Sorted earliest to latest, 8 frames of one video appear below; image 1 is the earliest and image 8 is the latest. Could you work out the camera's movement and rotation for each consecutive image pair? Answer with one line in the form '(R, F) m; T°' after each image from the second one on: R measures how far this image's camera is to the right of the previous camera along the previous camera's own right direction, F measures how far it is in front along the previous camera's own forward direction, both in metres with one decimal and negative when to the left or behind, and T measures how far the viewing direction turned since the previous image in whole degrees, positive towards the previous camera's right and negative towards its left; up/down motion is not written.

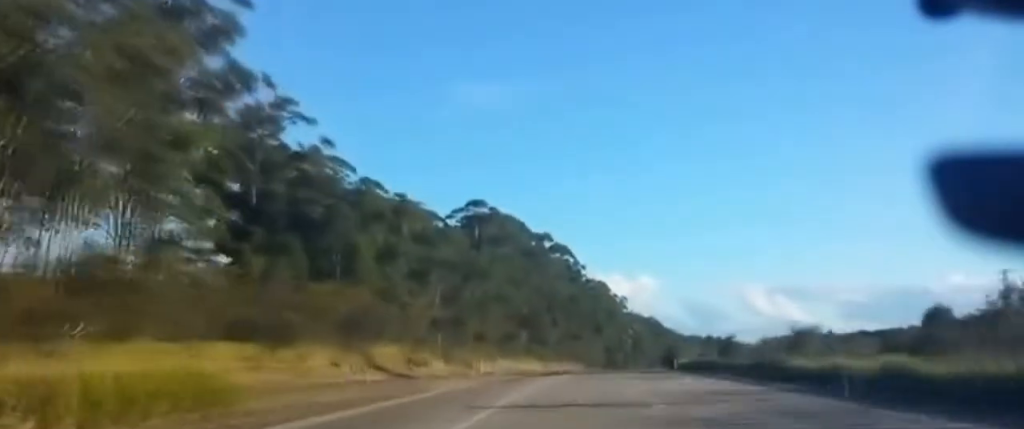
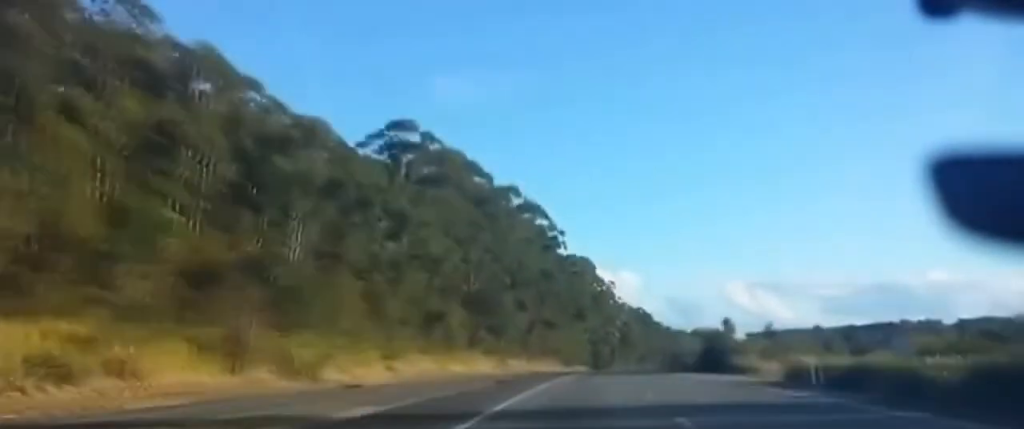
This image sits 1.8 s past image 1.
(+1.0, +56.1) m; +2°
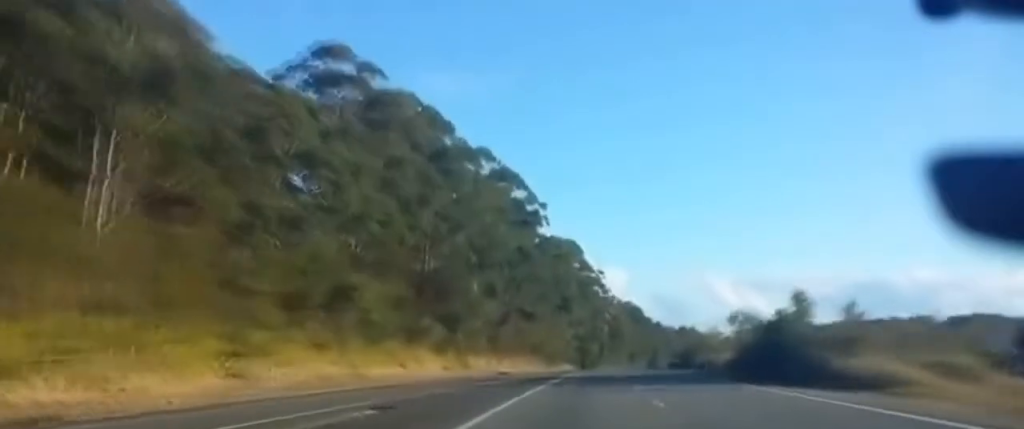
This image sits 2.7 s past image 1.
(+0.3, +27.2) m; +1°
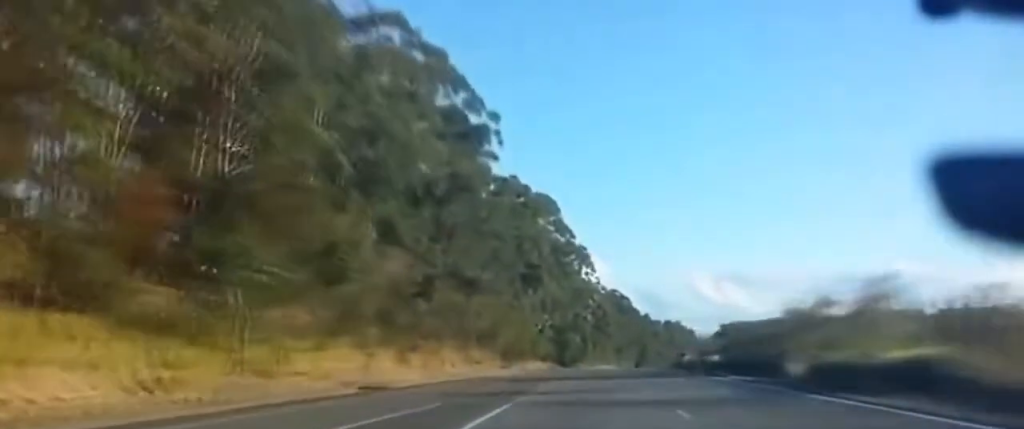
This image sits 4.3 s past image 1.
(+0.7, +50.4) m; +1°
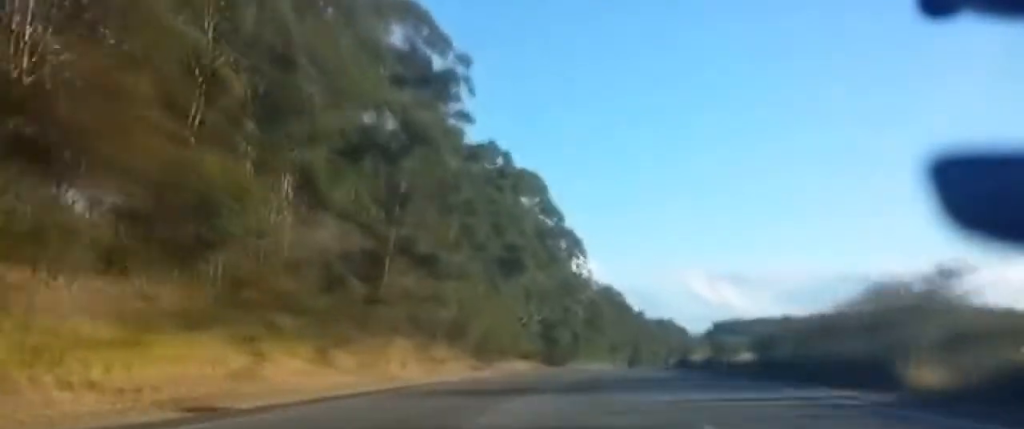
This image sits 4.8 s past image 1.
(-0.1, +16.8) m; 0°
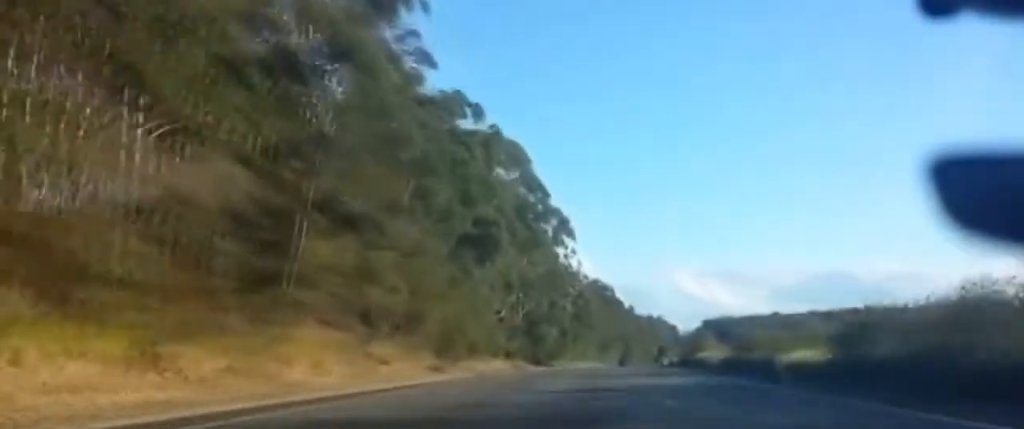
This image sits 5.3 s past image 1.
(+0.1, +16.9) m; +1°
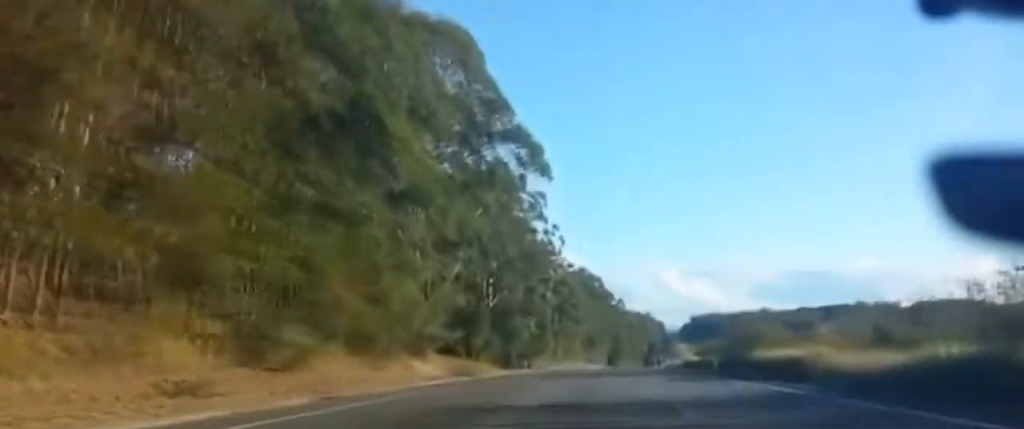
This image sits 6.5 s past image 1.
(+0.5, +38.2) m; +1°
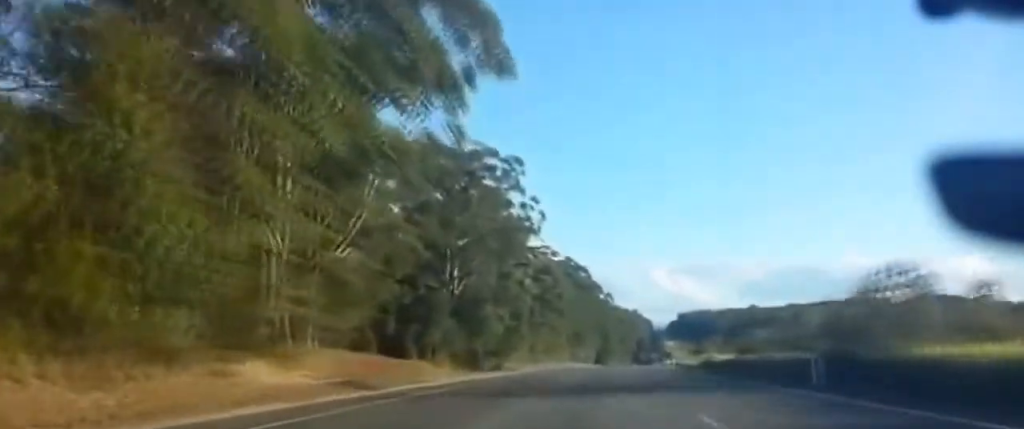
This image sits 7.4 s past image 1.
(+0.2, +26.6) m; +1°
